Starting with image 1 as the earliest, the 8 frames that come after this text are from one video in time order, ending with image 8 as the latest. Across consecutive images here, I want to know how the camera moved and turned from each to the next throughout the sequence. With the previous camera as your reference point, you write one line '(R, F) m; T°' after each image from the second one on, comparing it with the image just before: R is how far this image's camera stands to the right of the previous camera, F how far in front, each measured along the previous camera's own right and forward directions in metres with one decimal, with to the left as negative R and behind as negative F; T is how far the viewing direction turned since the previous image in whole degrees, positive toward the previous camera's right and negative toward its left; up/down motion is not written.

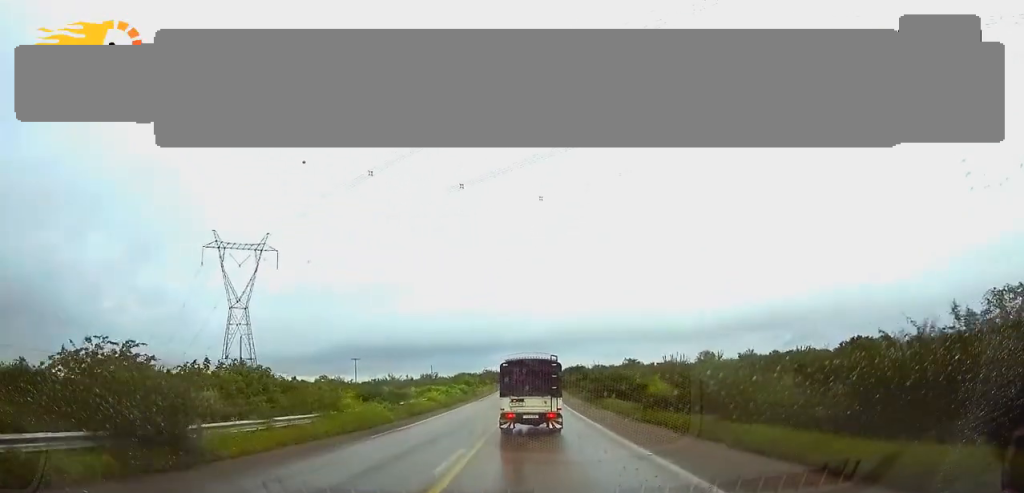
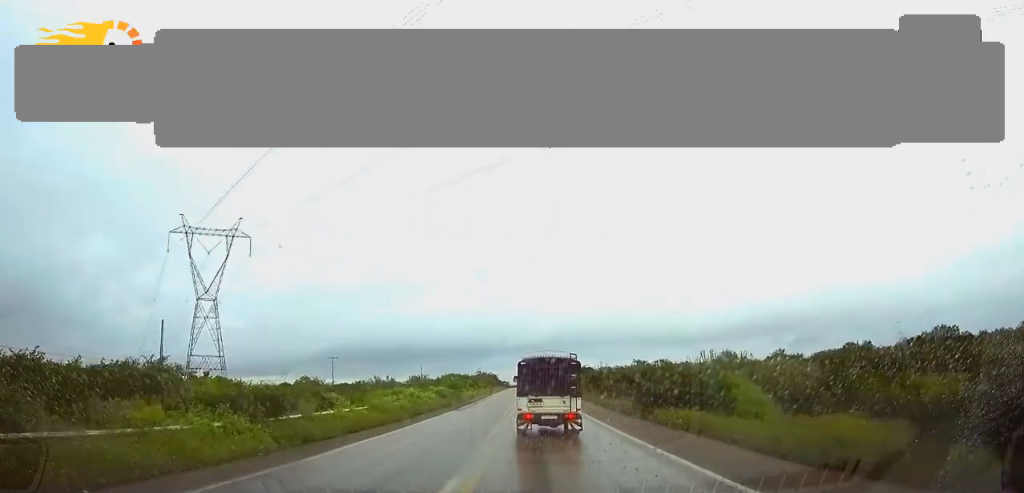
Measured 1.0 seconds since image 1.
(-0.1, +19.1) m; 0°
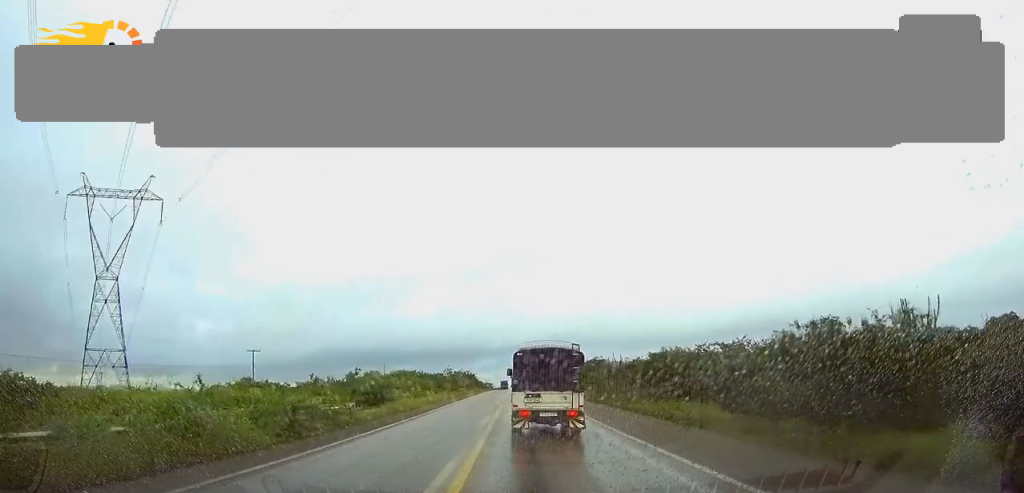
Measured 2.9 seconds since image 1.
(+0.6, +39.7) m; +1°
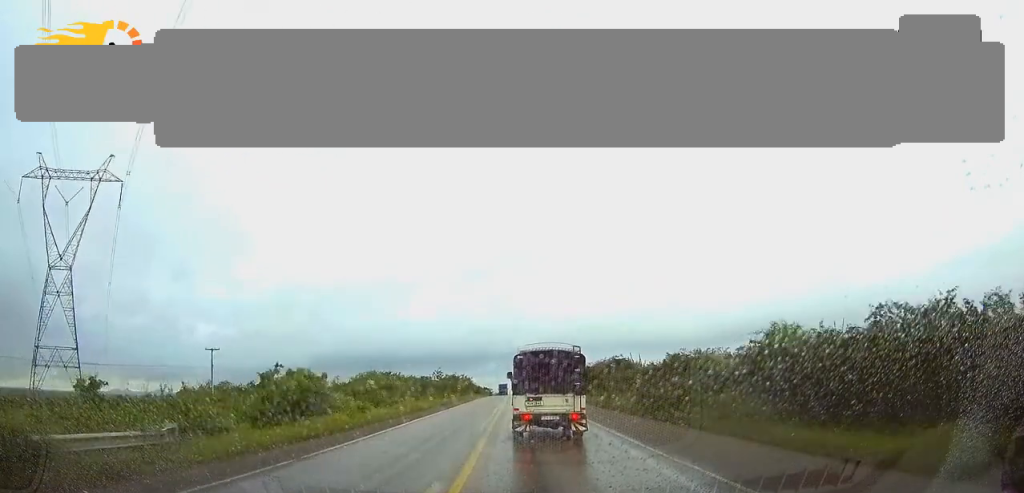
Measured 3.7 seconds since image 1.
(0.0, +16.7) m; 0°
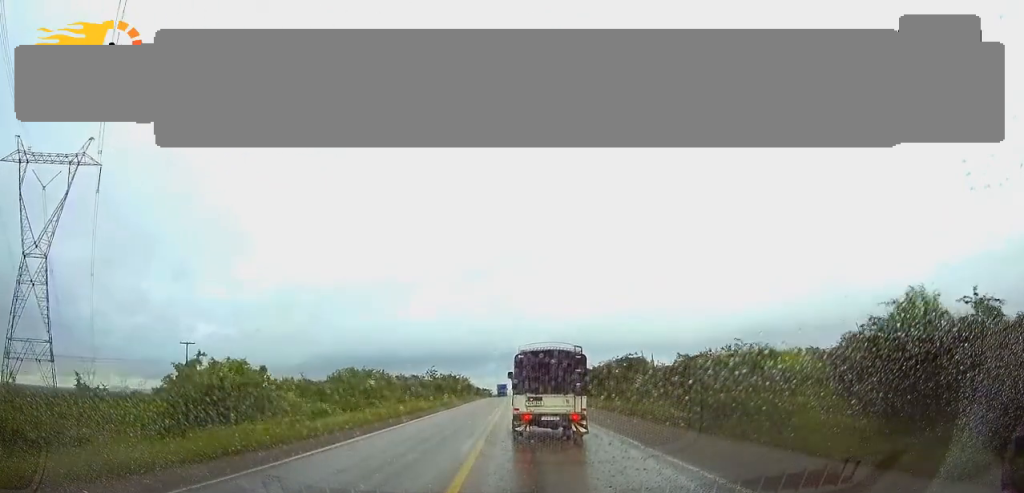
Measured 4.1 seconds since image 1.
(0.0, +8.4) m; 0°
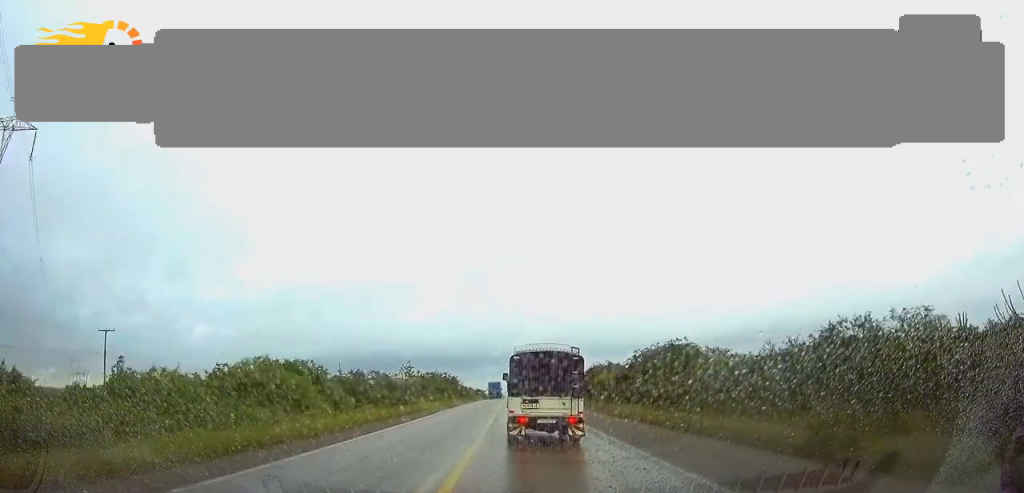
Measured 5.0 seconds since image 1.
(+0.1, +19.9) m; 0°
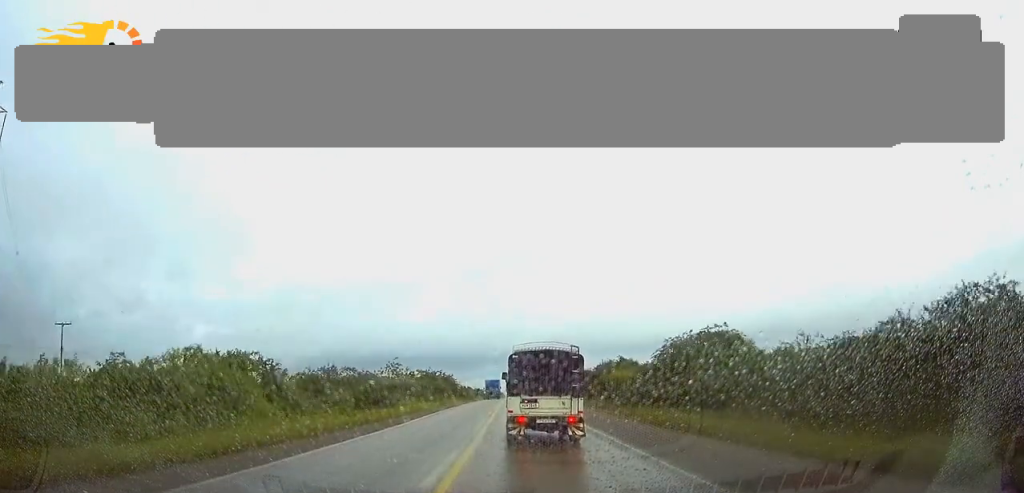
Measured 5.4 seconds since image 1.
(0.0, +8.6) m; 0°
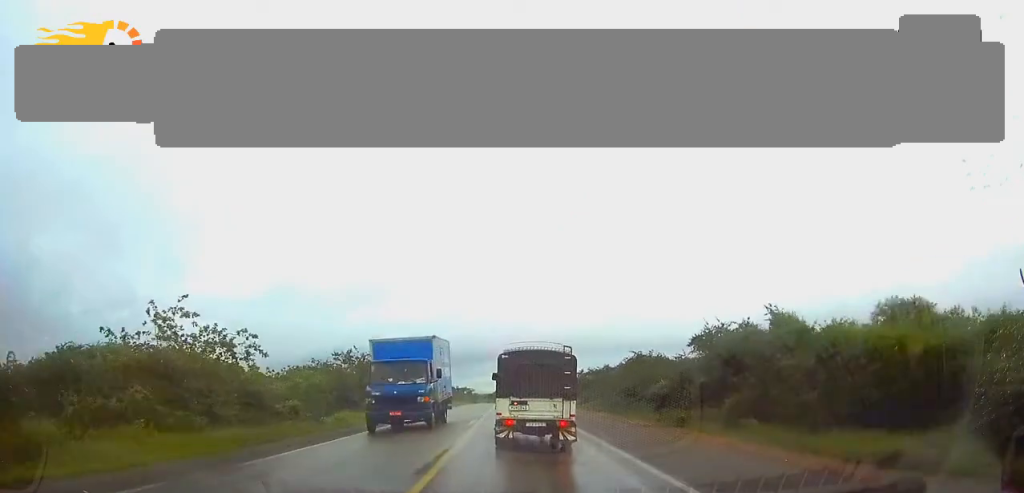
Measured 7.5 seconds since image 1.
(-0.1, +45.2) m; 0°
